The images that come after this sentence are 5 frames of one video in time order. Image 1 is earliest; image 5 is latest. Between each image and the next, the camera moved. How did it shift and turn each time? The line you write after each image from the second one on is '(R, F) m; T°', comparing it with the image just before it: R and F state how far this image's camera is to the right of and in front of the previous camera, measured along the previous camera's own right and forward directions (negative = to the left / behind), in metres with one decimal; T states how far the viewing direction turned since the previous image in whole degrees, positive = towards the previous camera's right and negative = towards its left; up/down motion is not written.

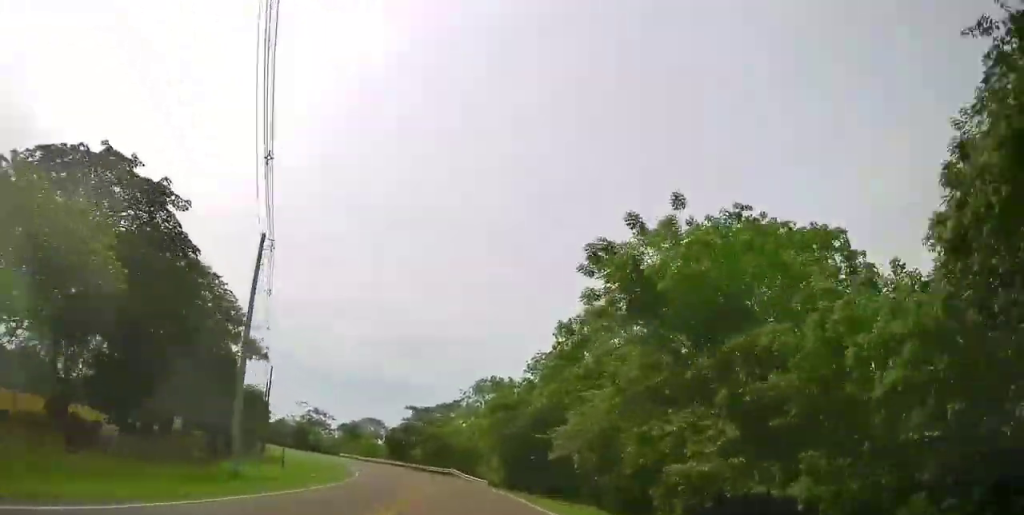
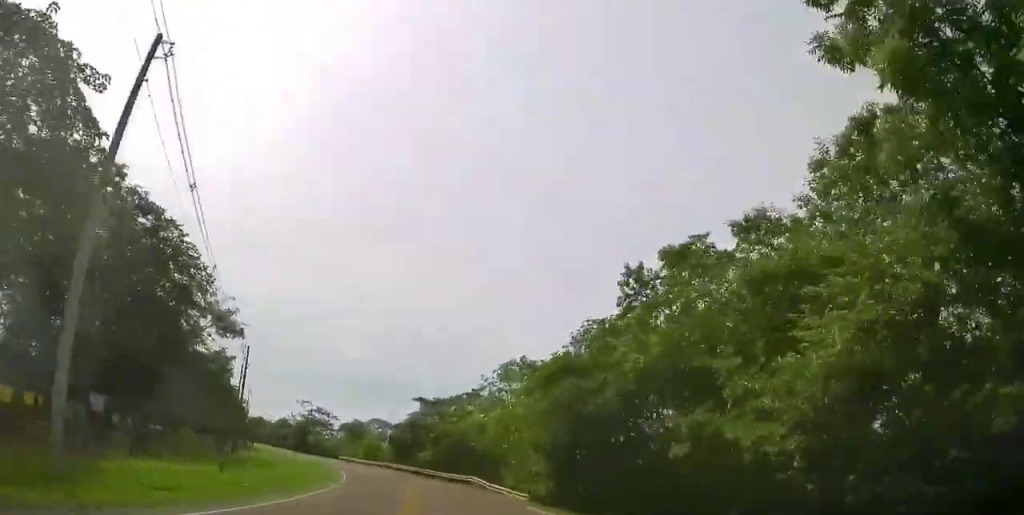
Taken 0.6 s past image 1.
(+0.8, +13.7) m; +2°
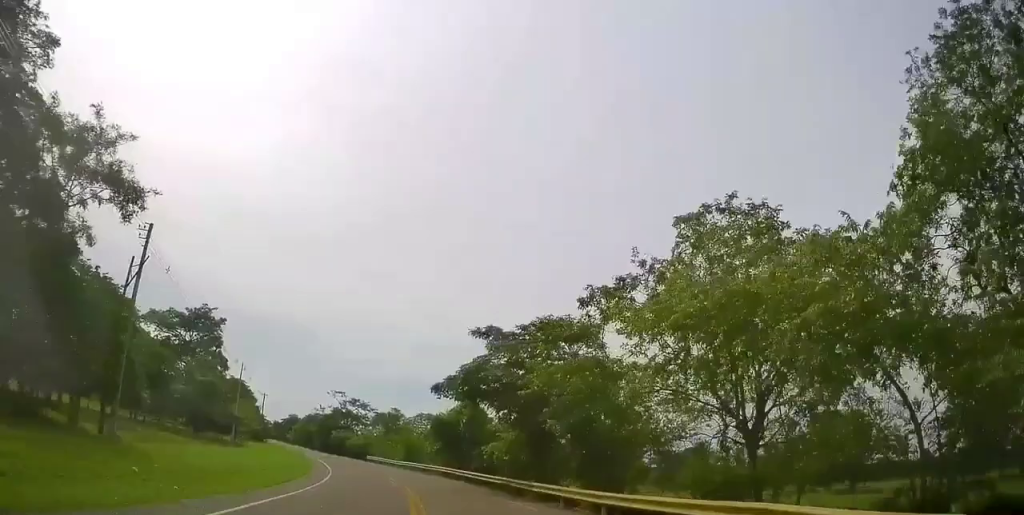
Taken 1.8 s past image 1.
(+1.4, +30.5) m; -2°
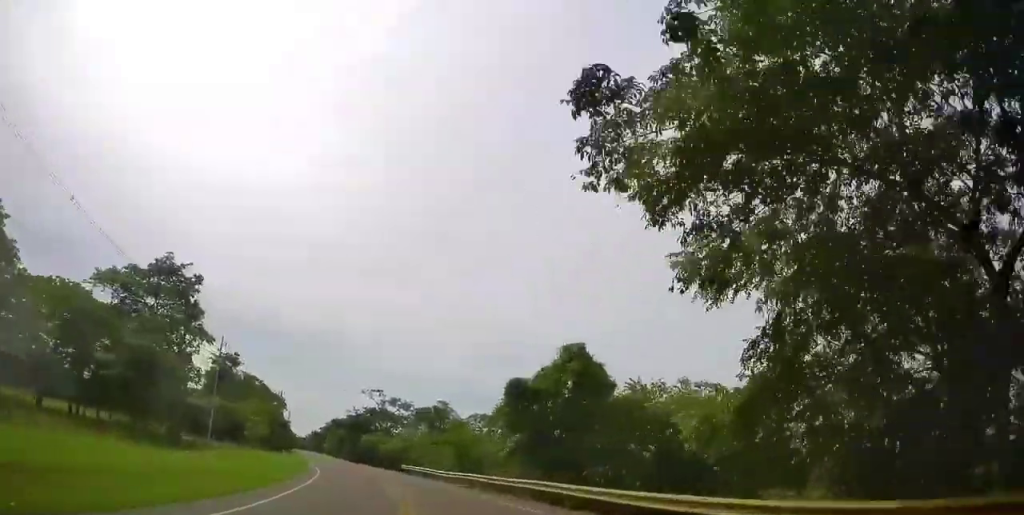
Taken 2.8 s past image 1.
(-1.6, +23.7) m; -6°
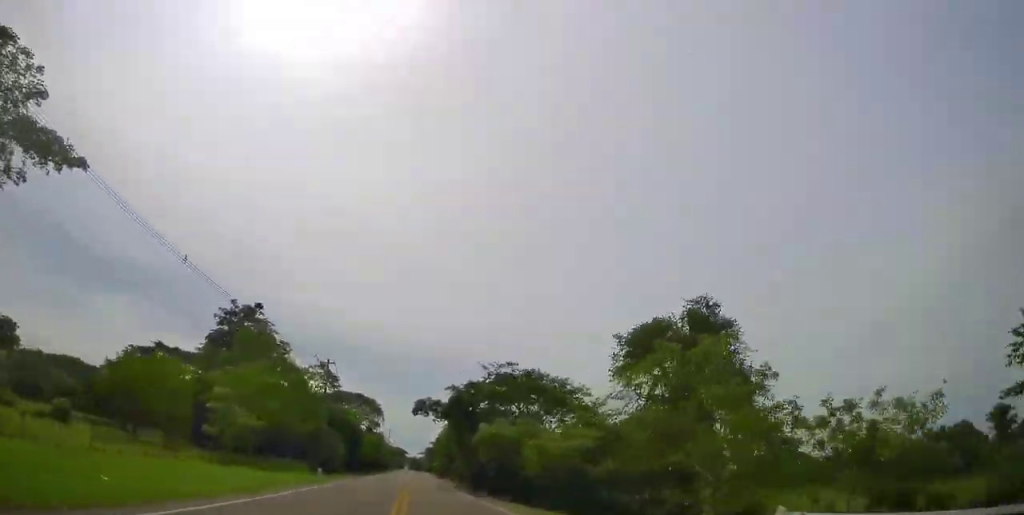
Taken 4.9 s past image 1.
(-4.1, +48.1) m; -12°
